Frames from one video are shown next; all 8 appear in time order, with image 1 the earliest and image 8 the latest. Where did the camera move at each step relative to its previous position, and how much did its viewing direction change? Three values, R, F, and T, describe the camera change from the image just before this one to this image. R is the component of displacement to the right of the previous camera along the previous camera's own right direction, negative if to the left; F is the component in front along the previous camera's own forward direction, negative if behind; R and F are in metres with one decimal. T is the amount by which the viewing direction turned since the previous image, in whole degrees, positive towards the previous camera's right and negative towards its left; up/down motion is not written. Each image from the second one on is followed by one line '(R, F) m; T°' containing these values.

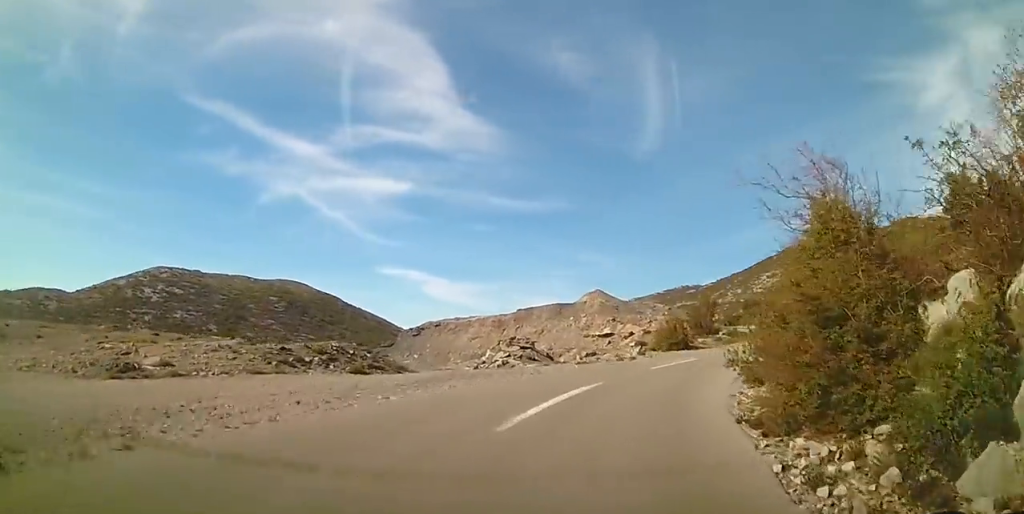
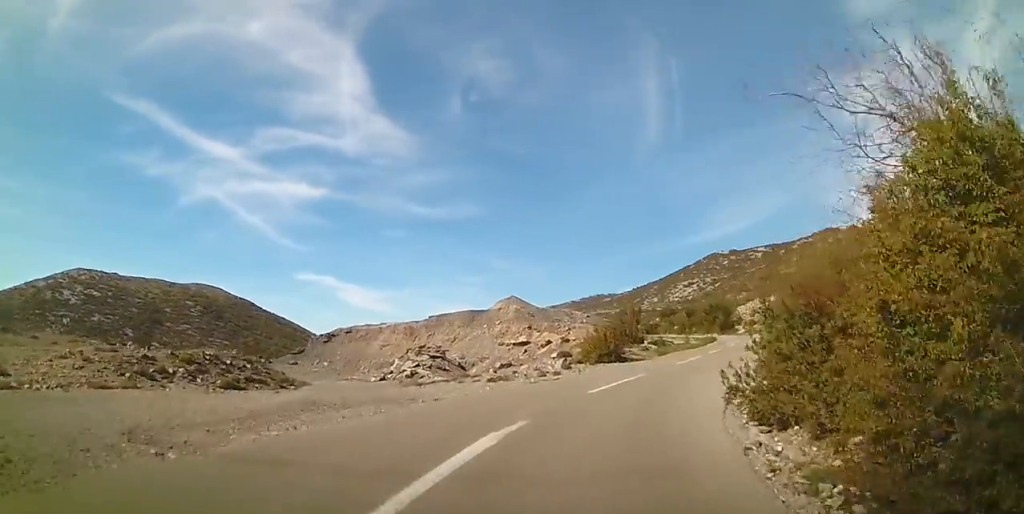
(+0.4, +3.9) m; +10°
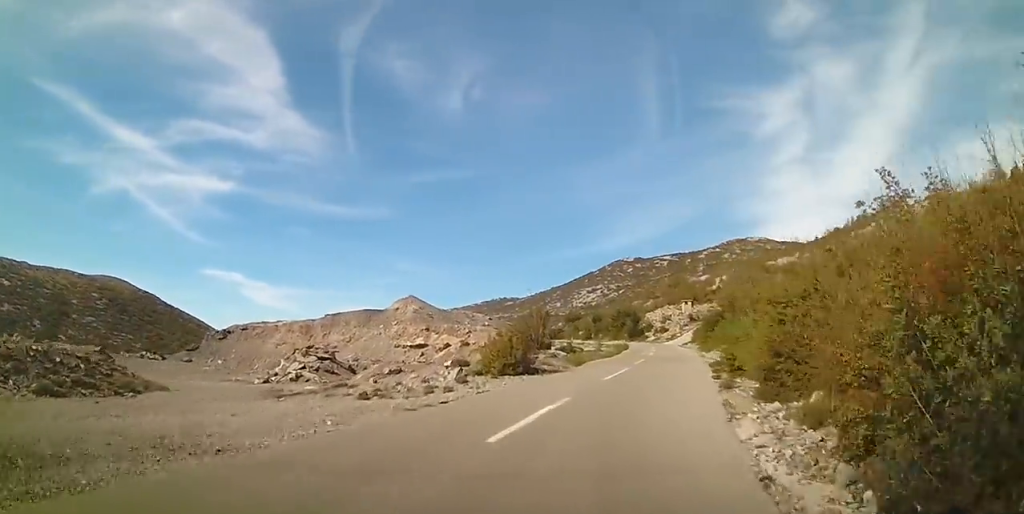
(+1.2, +4.5) m; +11°
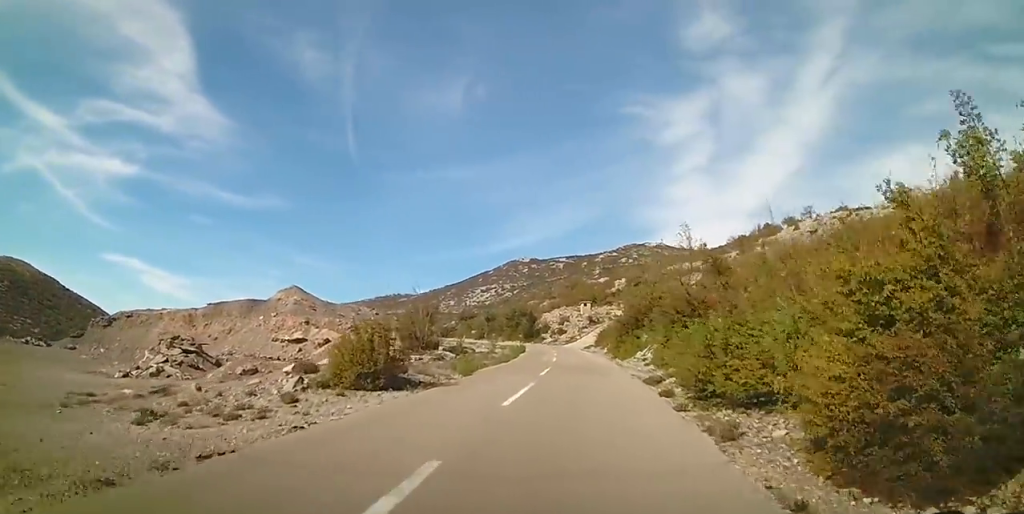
(+0.5, +5.4) m; +5°
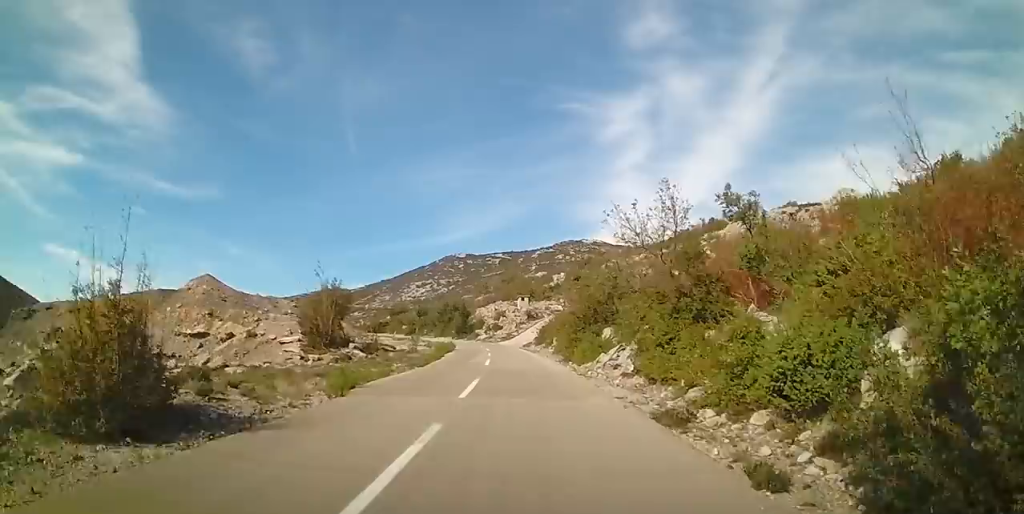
(+0.1, +7.3) m; 0°
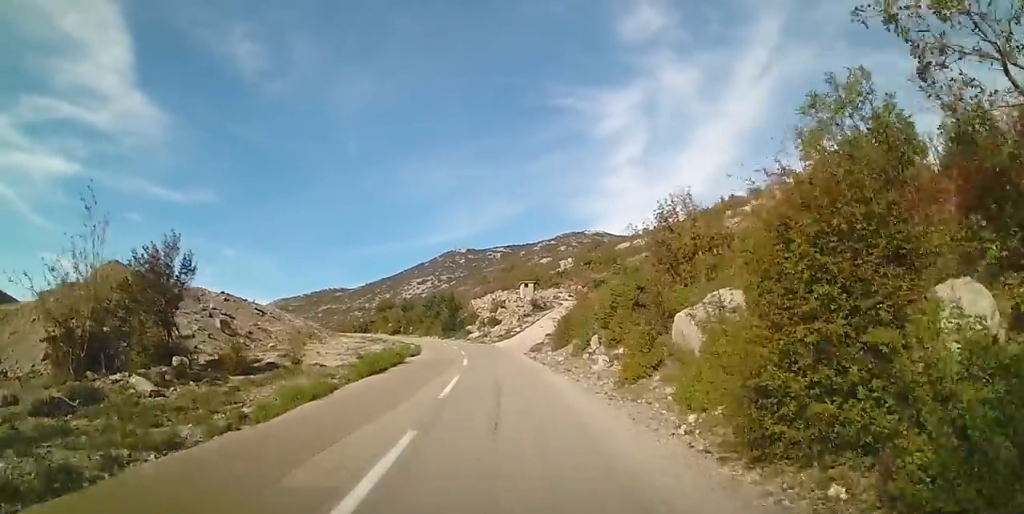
(0.0, +19.1) m; +2°
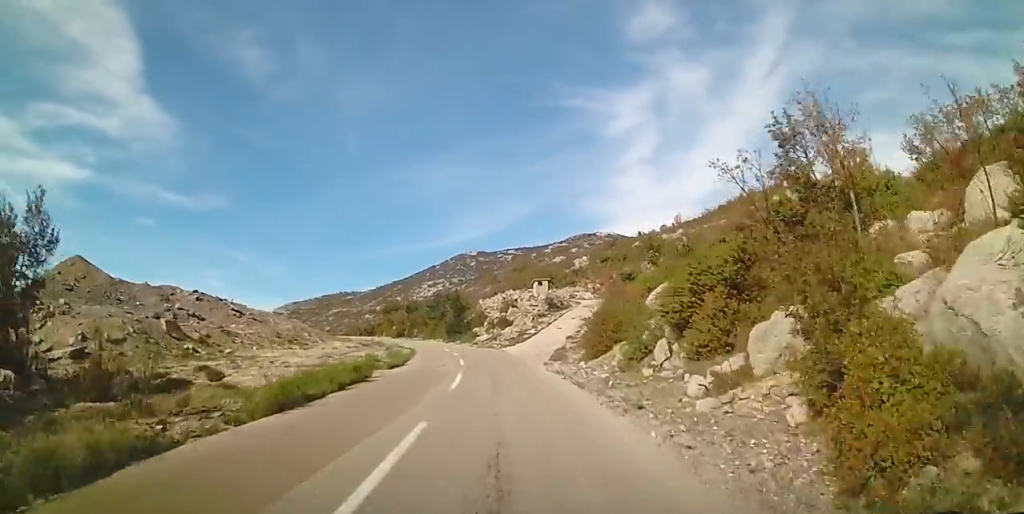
(+0.2, +7.5) m; +1°
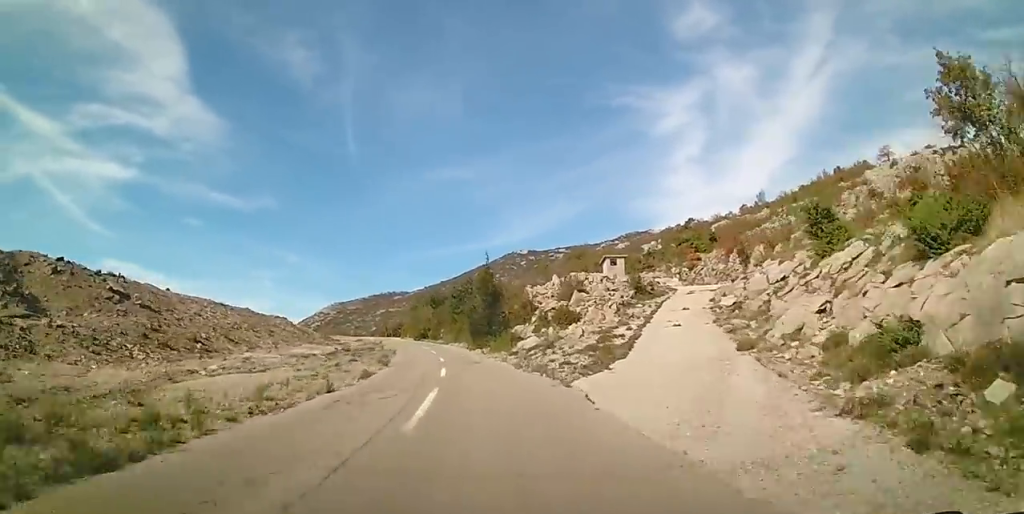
(-0.3, +23.4) m; -4°
